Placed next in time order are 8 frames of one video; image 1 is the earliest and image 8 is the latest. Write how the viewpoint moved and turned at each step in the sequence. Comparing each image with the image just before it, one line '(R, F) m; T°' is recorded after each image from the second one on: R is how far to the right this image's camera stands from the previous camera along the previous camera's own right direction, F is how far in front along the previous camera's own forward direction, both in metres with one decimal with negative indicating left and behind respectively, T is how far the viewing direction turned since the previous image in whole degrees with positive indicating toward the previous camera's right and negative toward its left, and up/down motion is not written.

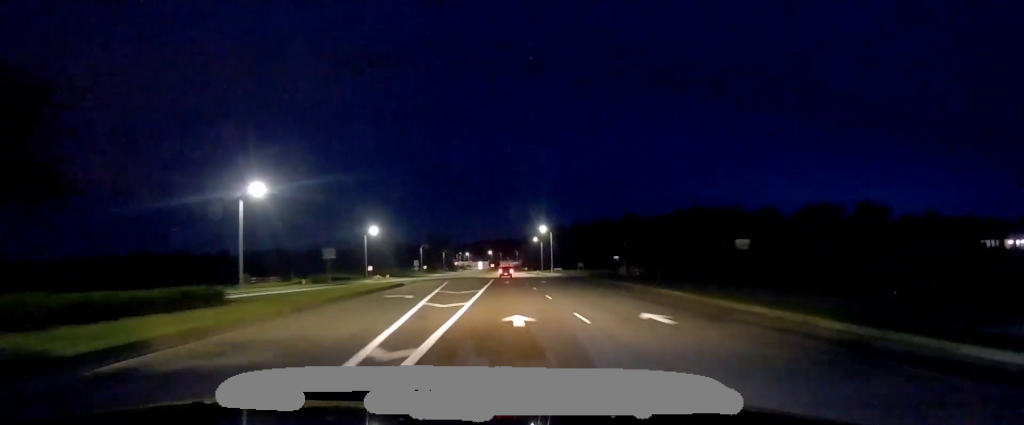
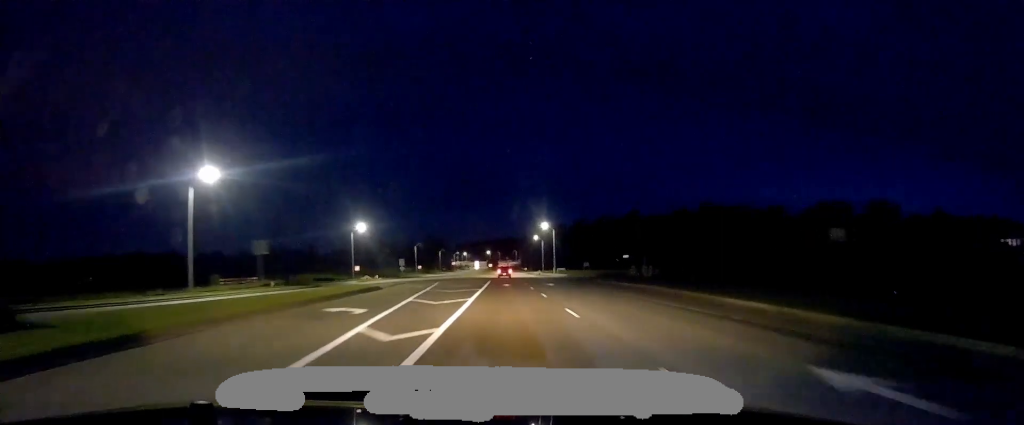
(0.0, +10.3) m; 0°
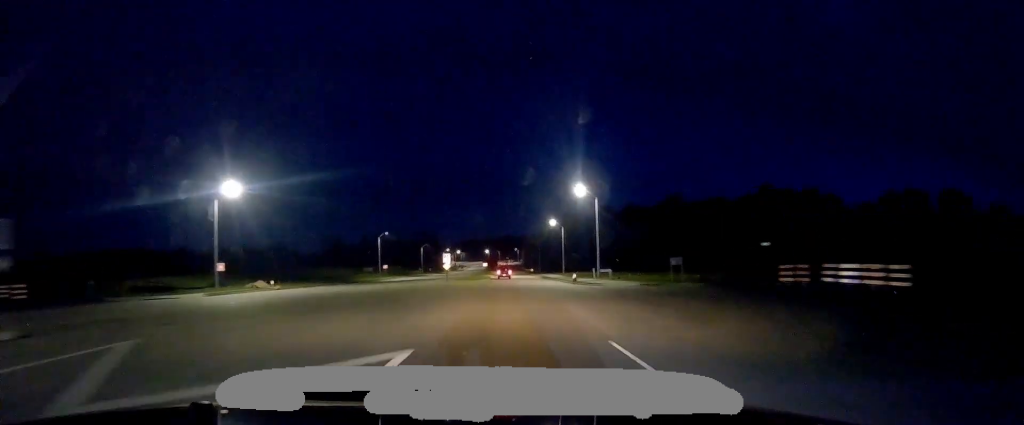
(-0.3, +57.9) m; 0°
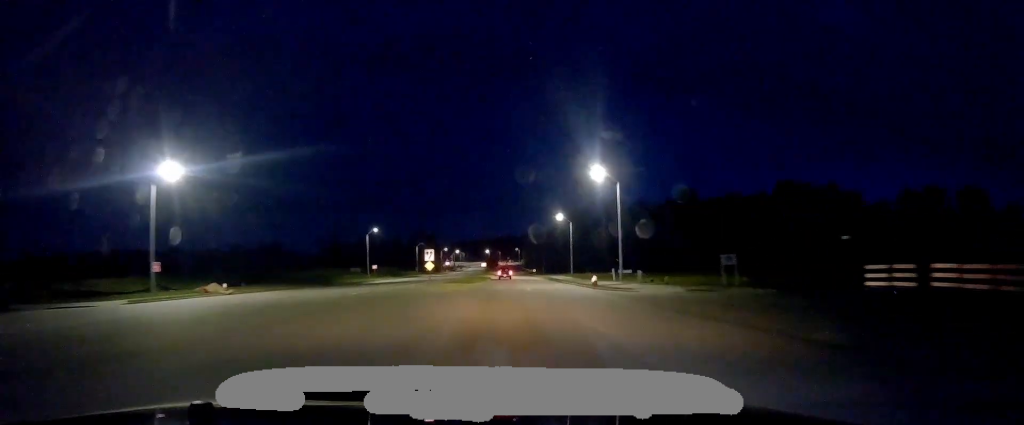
(+0.2, +12.7) m; +1°
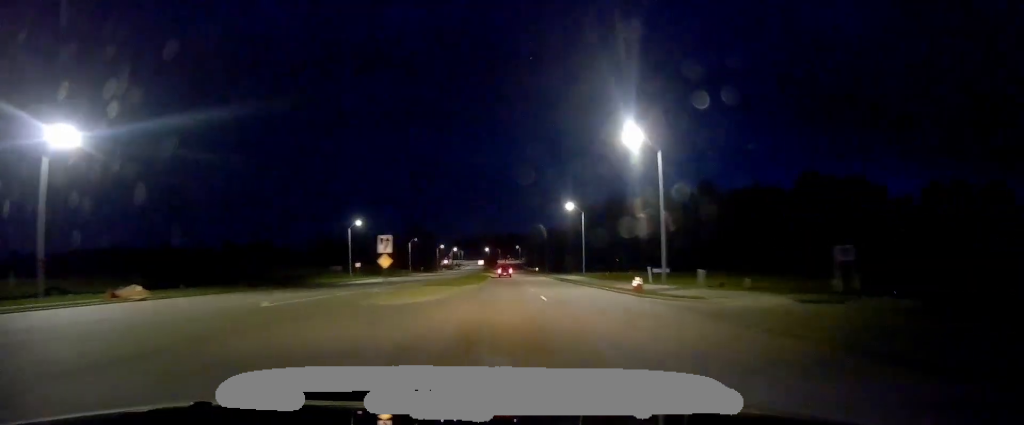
(0.0, +14.9) m; 0°
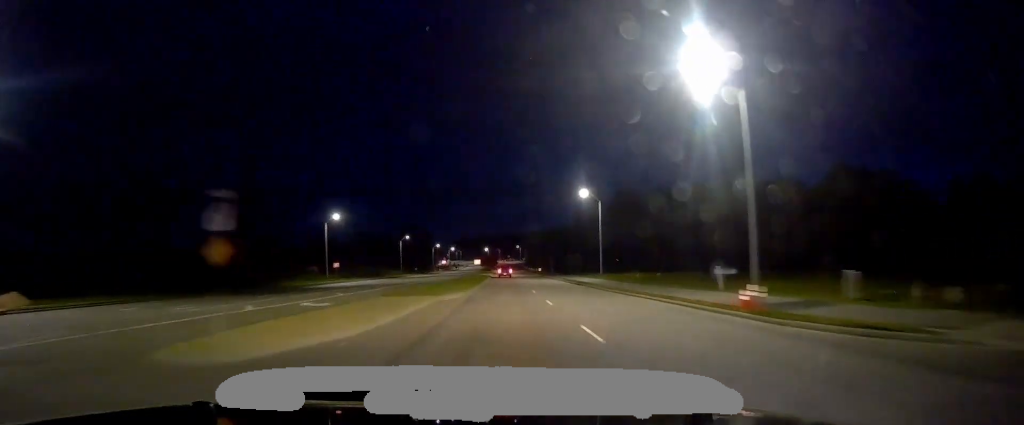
(0.0, +14.9) m; 0°
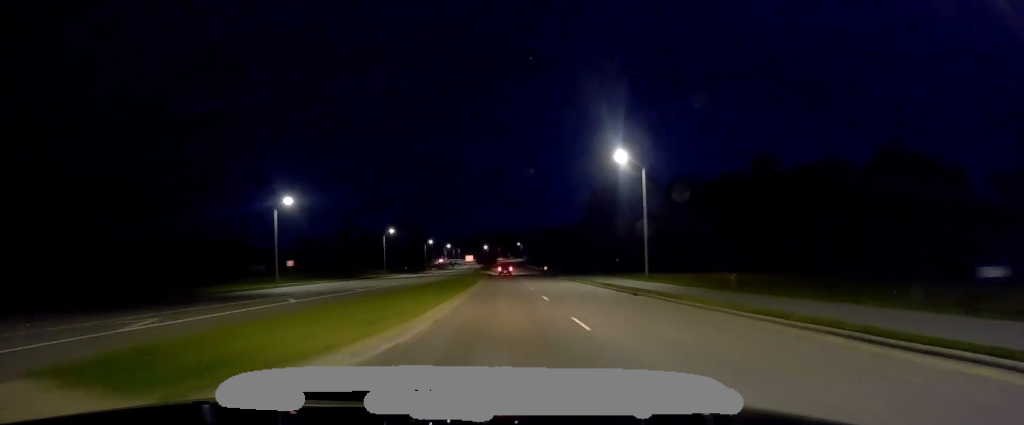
(+0.1, +22.1) m; 0°
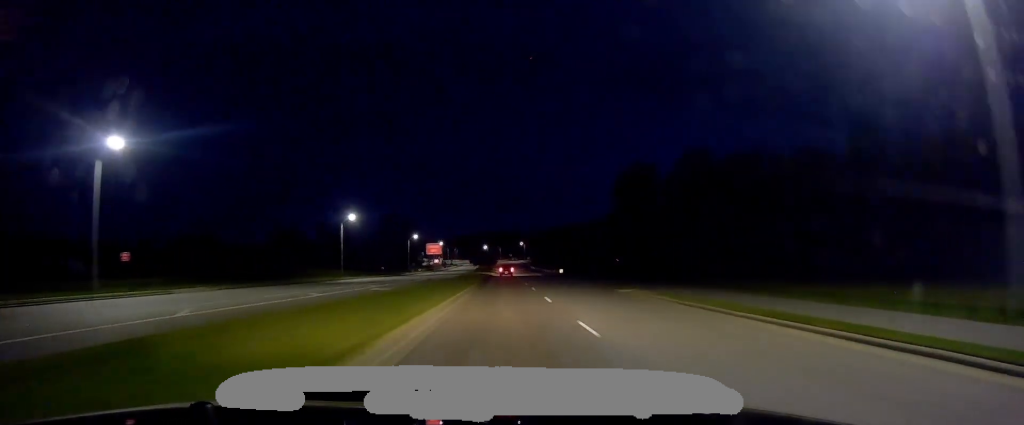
(-0.7, +38.3) m; -1°
